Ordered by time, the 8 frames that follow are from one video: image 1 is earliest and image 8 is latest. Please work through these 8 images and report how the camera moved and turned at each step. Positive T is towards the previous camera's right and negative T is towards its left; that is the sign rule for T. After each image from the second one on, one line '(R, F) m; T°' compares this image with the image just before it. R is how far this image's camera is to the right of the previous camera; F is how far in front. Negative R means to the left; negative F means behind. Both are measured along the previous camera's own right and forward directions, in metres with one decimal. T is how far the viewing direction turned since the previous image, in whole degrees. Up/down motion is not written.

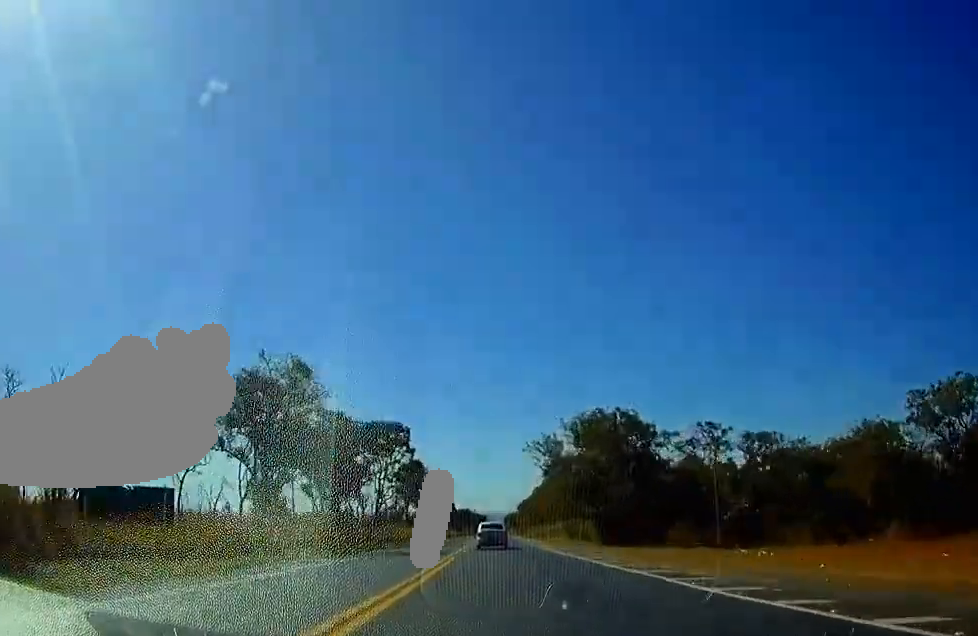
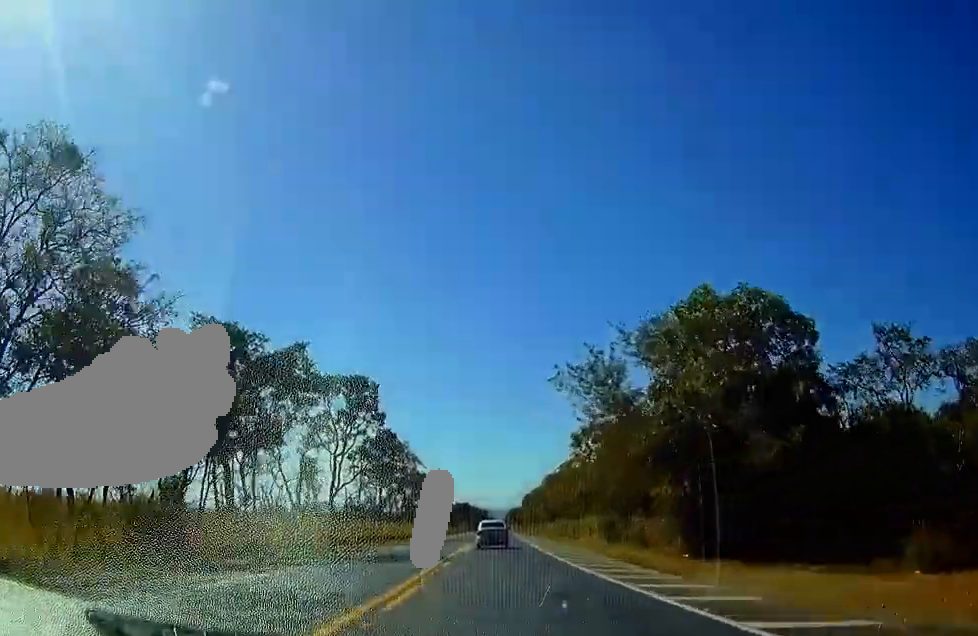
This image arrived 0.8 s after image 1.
(0.0, +27.1) m; 0°
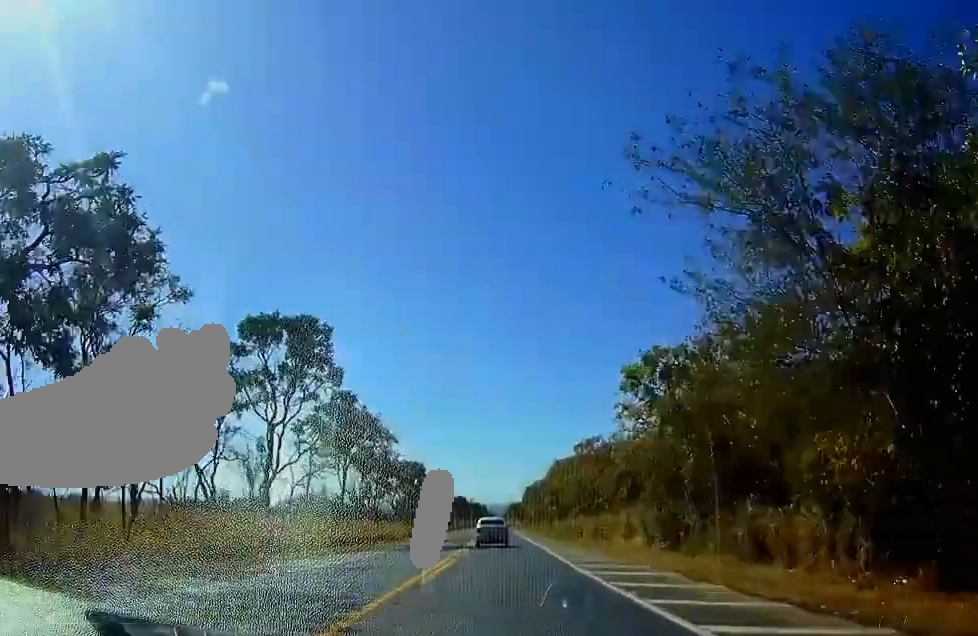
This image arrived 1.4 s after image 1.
(0.0, +19.2) m; 0°
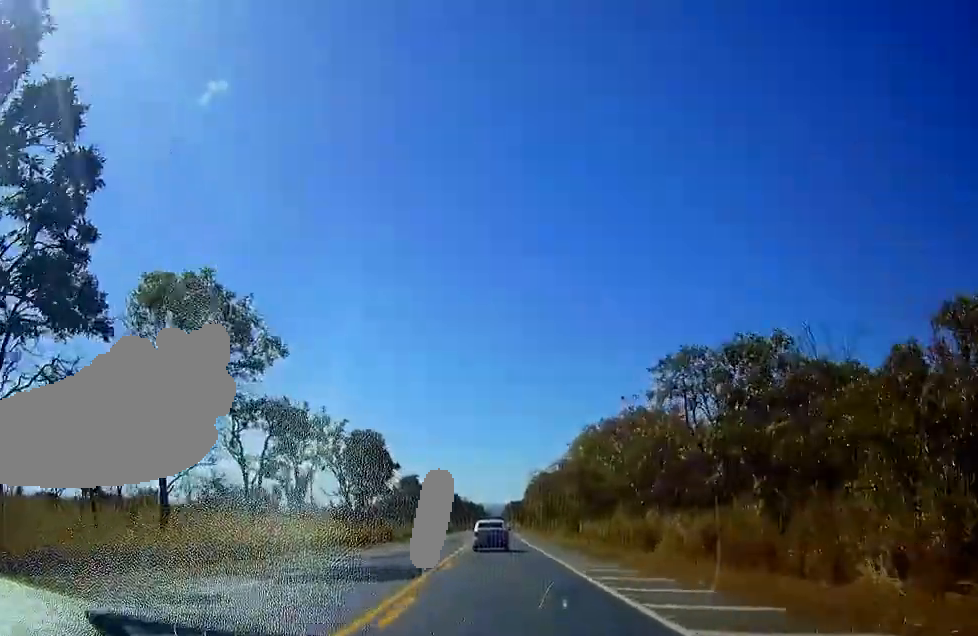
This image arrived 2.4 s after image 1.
(0.0, +35.1) m; 0°
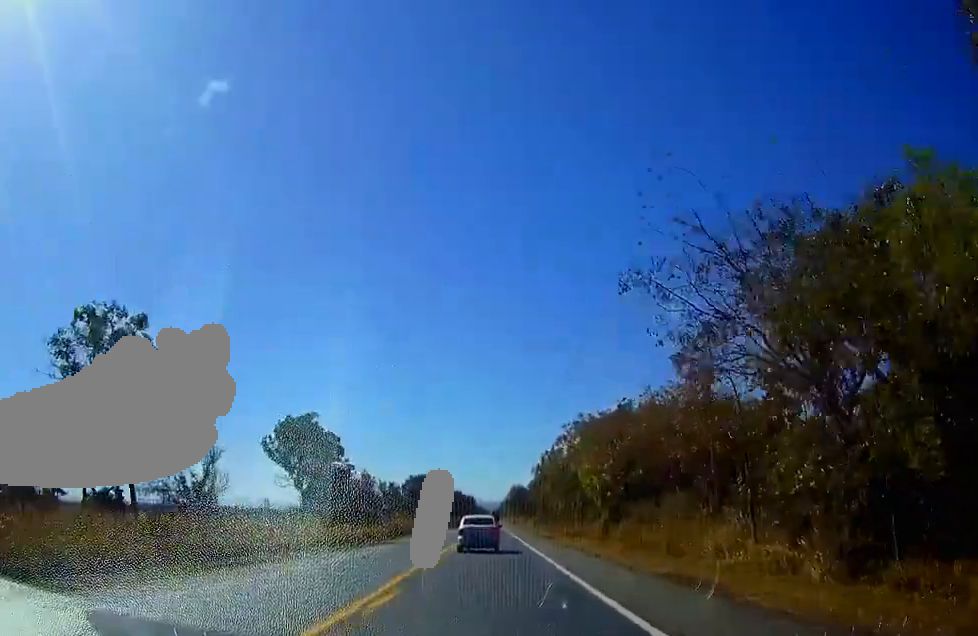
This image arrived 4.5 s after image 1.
(+0.4, +69.8) m; 0°
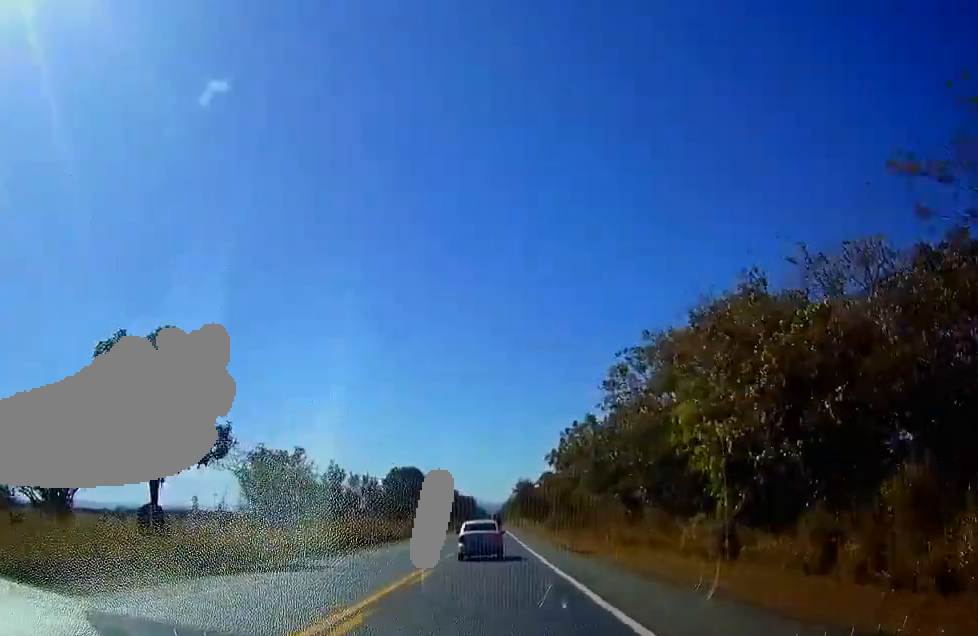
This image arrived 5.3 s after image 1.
(+0.1, +27.9) m; 0°
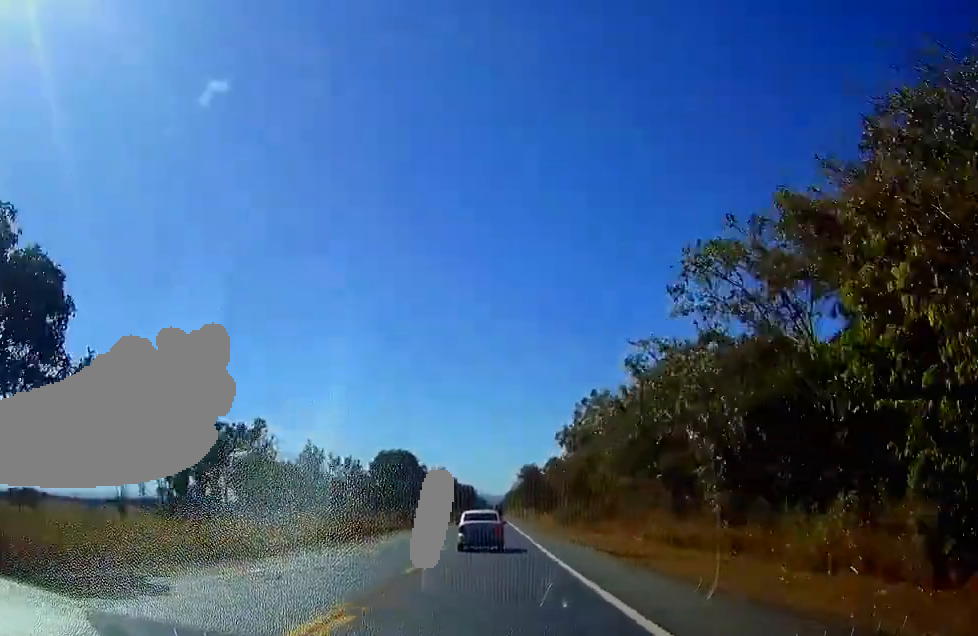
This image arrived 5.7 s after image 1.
(+0.1, +14.4) m; 0°
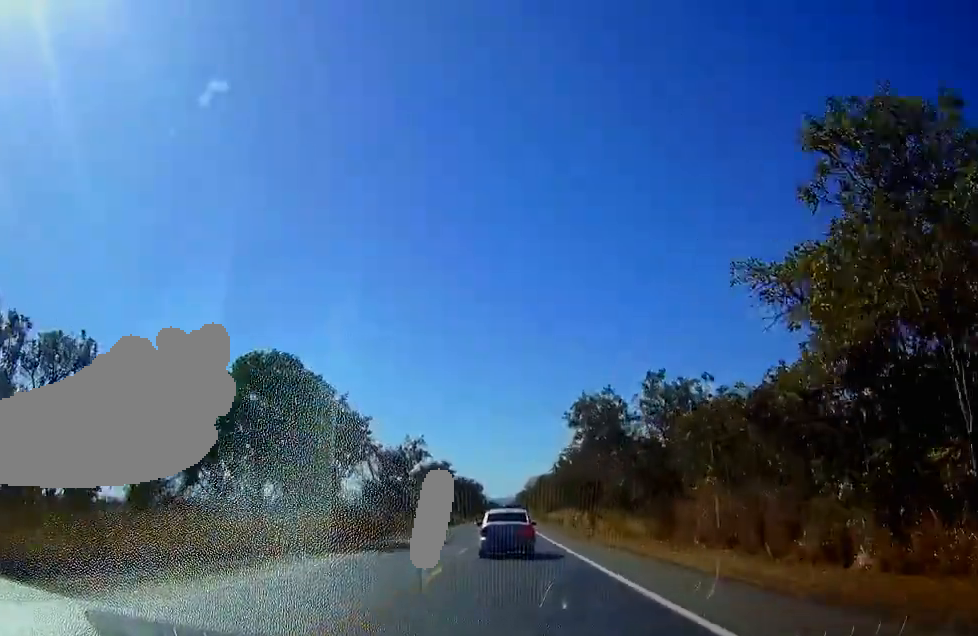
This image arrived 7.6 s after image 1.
(-0.6, +60.4) m; -1°
